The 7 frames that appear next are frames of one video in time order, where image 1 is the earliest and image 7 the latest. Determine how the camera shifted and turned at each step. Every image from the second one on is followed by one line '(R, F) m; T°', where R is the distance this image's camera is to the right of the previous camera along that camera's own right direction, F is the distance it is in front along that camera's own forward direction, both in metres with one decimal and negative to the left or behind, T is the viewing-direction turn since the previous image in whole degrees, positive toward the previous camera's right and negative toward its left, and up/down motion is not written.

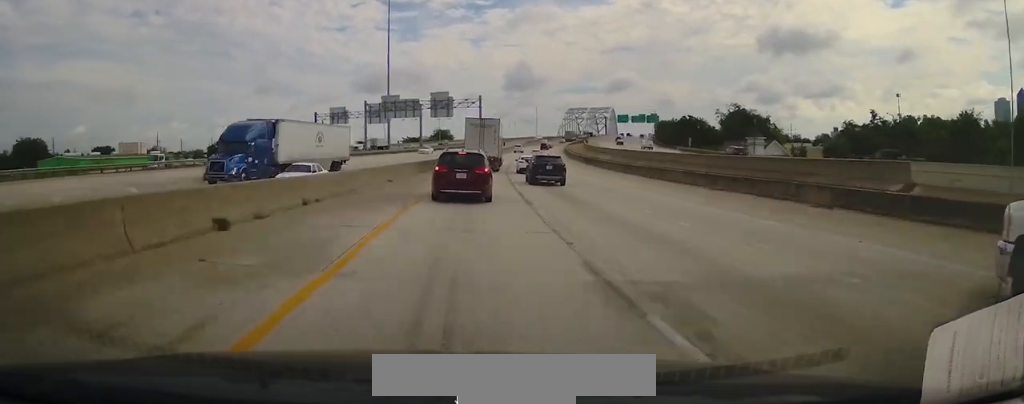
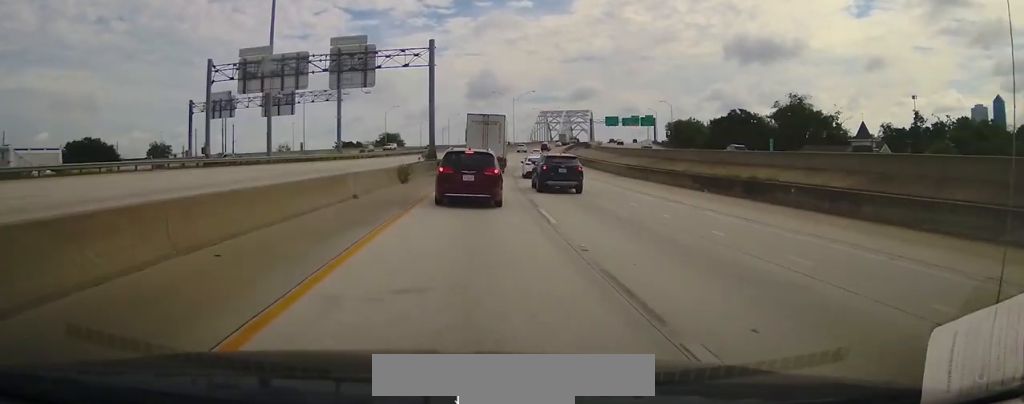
(+2.2, +45.8) m; +4°
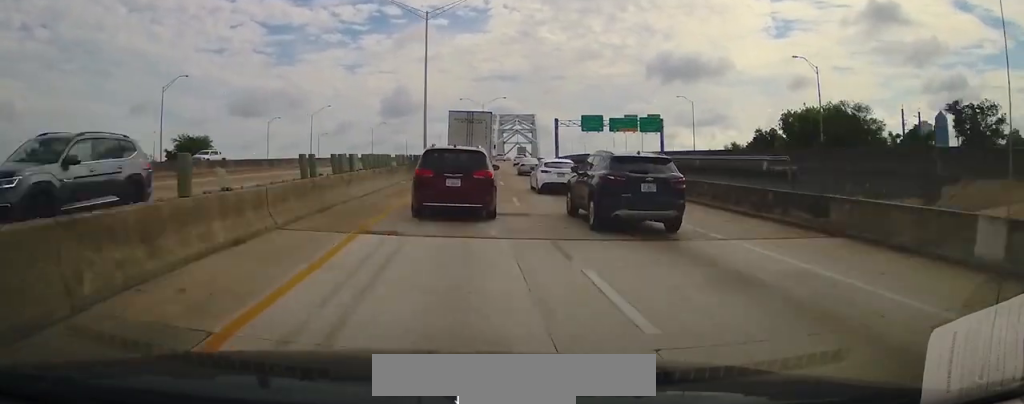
(+6.8, +91.2) m; +7°
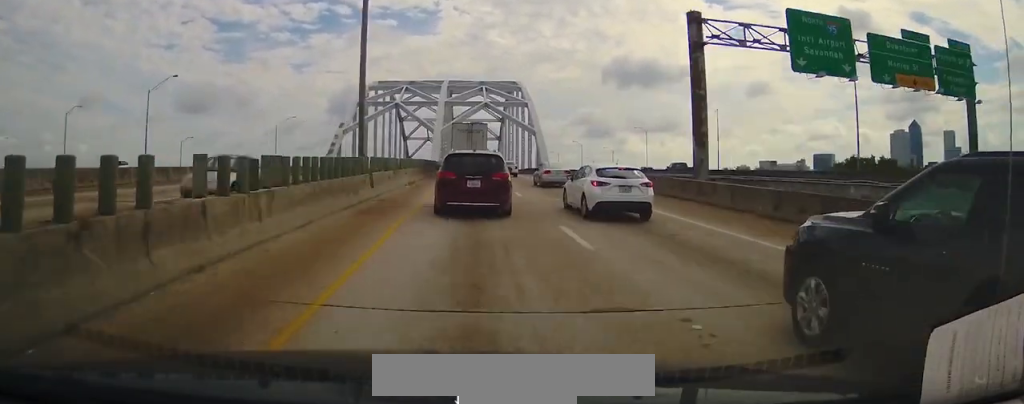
(+6.1, +109.8) m; +3°
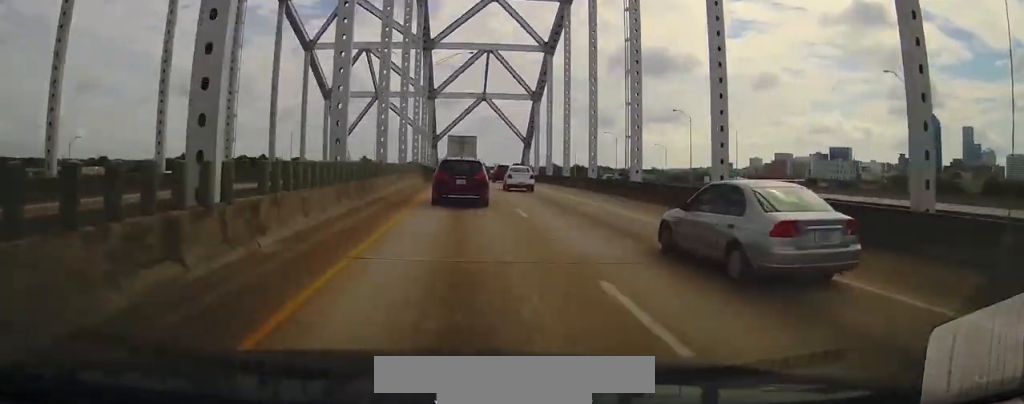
(-0.7, +95.0) m; 0°
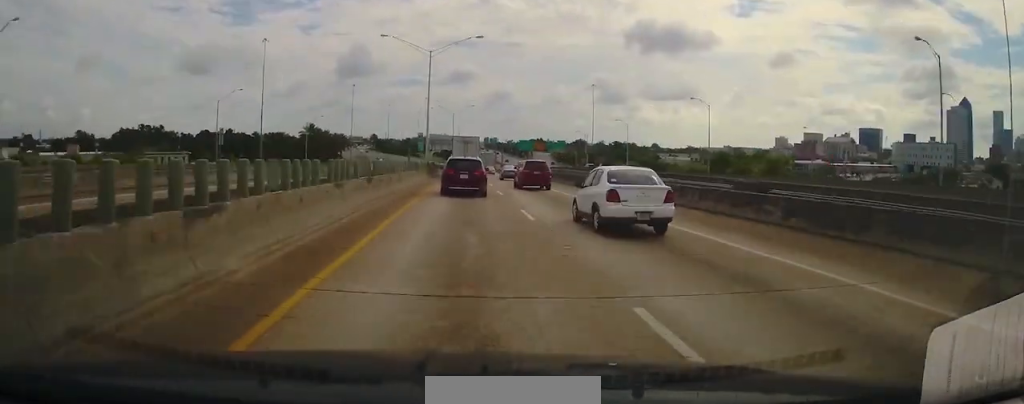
(+0.5, +100.5) m; 0°
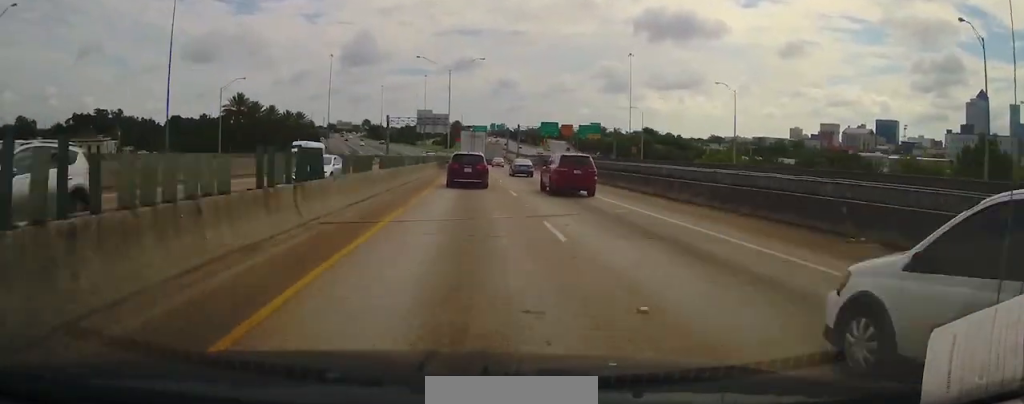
(-0.7, +53.9) m; 0°
